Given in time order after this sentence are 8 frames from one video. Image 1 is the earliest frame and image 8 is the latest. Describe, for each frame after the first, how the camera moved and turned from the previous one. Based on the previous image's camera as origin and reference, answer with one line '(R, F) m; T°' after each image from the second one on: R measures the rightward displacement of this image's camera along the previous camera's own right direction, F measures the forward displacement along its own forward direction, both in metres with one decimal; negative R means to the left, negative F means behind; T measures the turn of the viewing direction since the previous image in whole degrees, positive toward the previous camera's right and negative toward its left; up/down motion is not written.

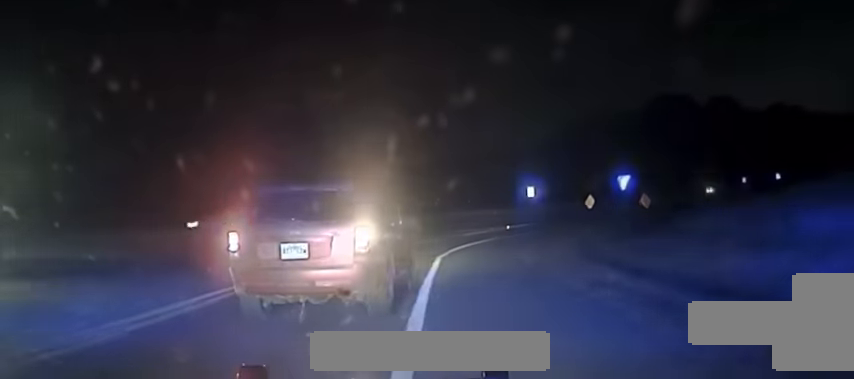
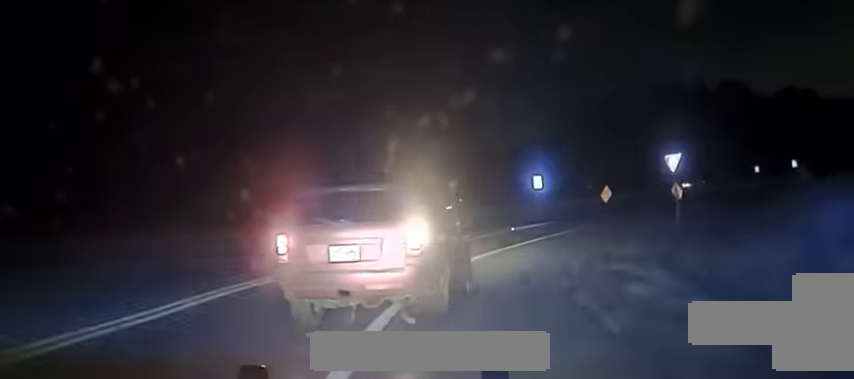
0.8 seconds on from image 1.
(0.0, +15.0) m; +1°
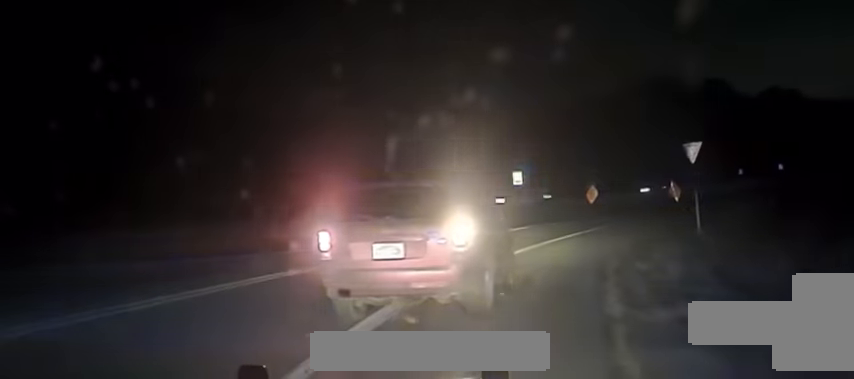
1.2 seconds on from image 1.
(0.0, +7.7) m; +2°
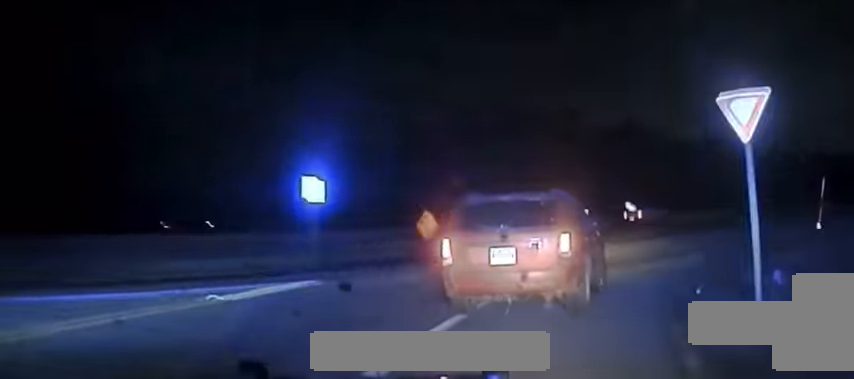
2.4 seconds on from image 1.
(+1.3, +19.8) m; +12°
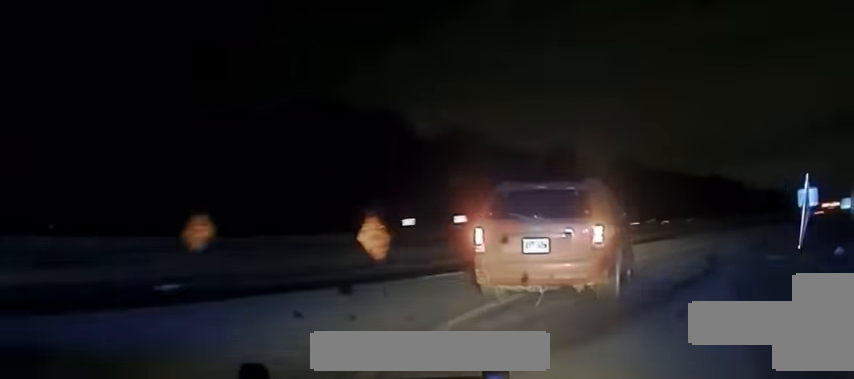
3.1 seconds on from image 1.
(+0.9, +10.2) m; +11°
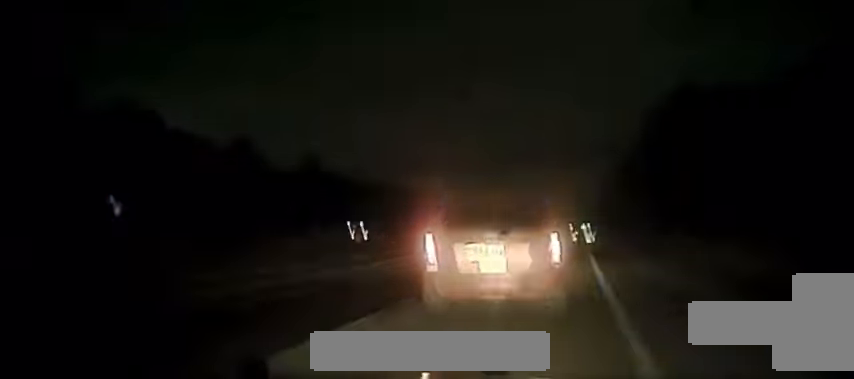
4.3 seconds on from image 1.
(+3.3, +18.4) m; +16°
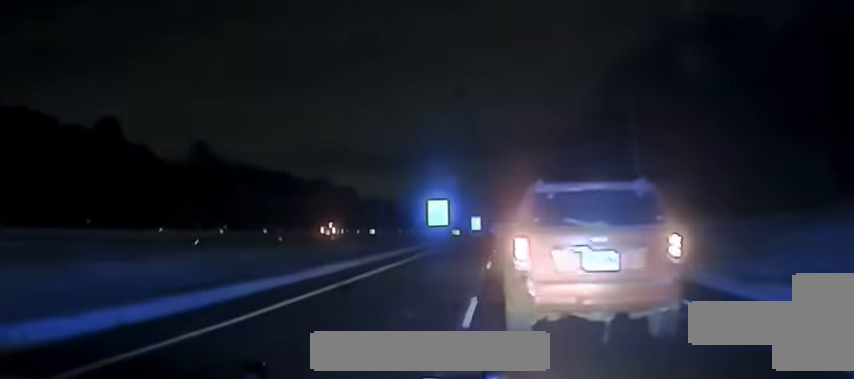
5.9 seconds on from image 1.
(+3.3, +30.9) m; +14°
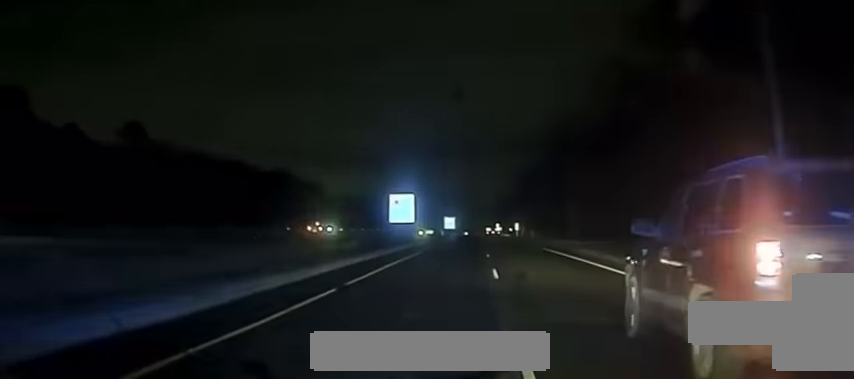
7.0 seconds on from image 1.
(+2.8, +28.1) m; +6°
